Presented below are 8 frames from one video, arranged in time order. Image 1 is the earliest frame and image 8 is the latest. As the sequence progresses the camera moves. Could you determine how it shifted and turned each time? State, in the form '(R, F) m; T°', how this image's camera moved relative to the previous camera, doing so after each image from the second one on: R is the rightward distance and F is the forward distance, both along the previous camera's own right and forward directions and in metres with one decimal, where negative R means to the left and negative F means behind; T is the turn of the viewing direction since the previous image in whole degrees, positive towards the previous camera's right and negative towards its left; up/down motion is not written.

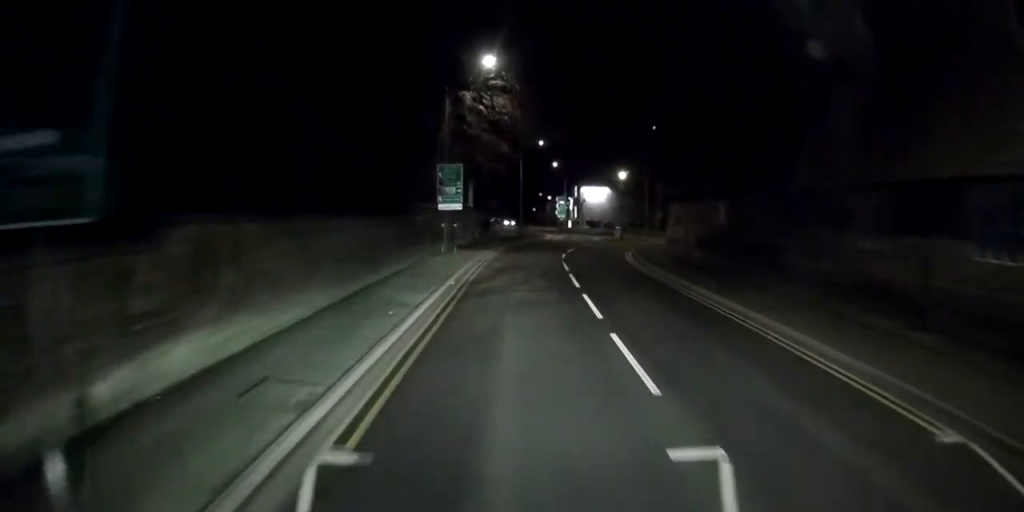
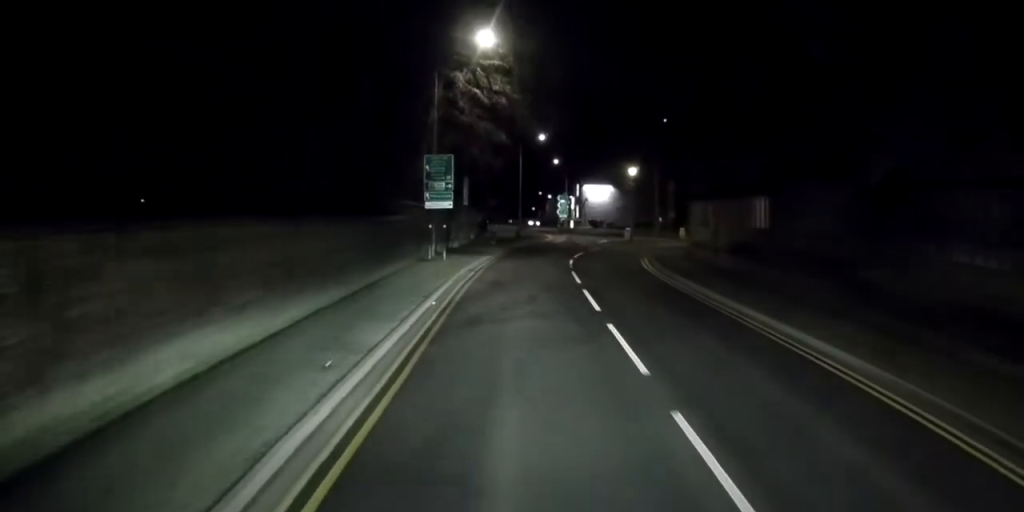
(0.0, +4.8) m; +1°
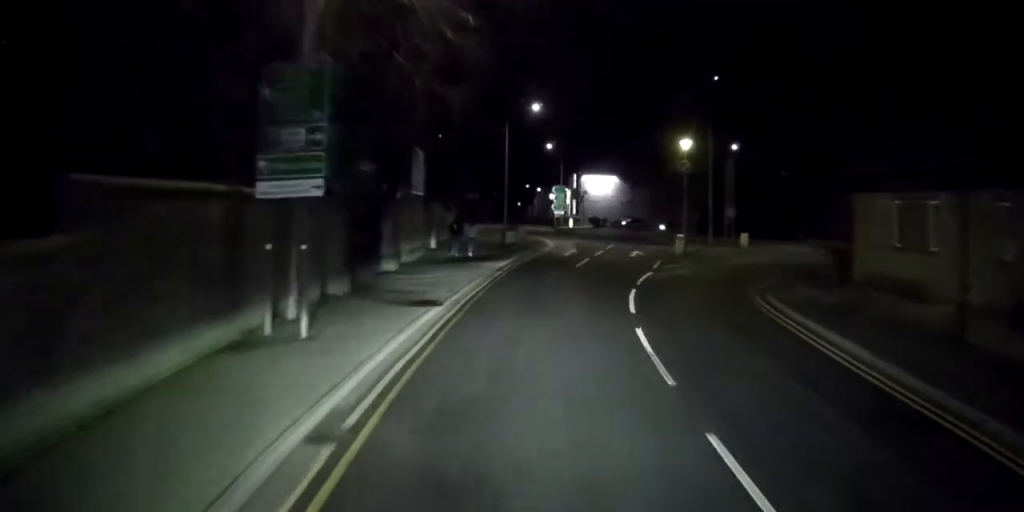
(+0.4, +19.1) m; +1°
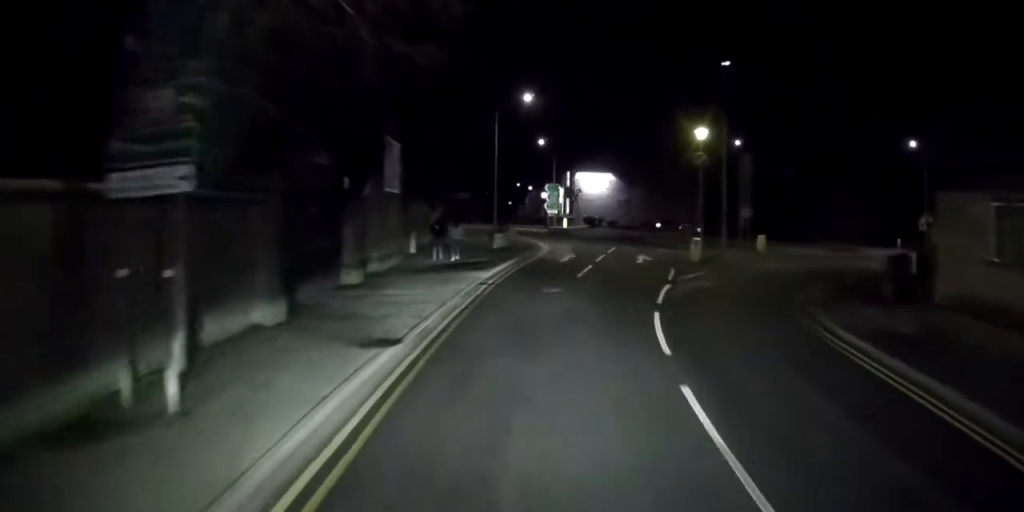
(0.0, +4.2) m; 0°
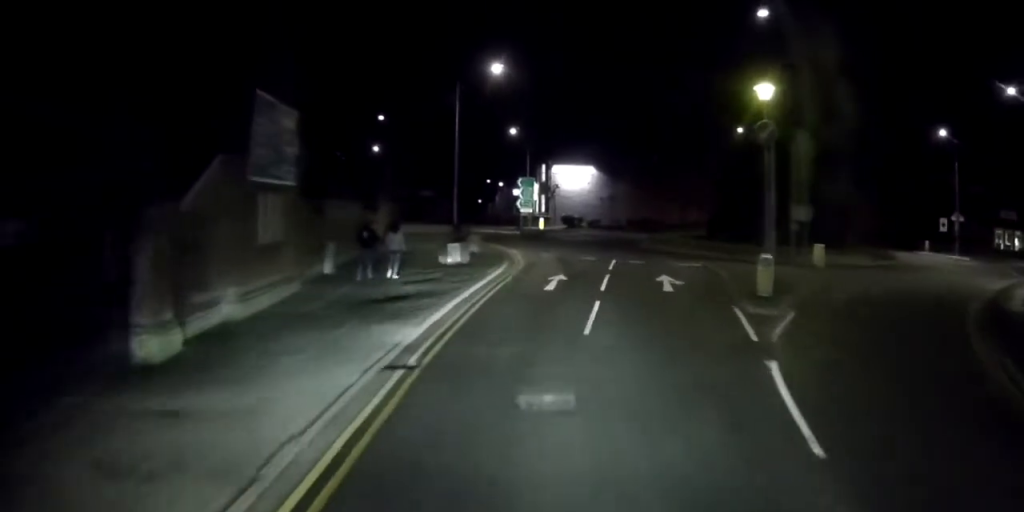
(0.0, +9.9) m; -1°
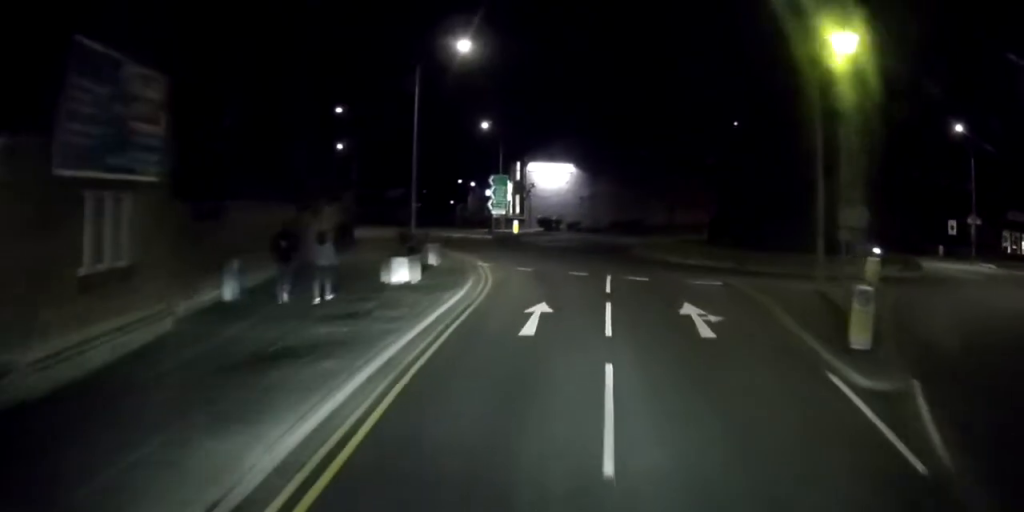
(-0.1, +5.9) m; +2°
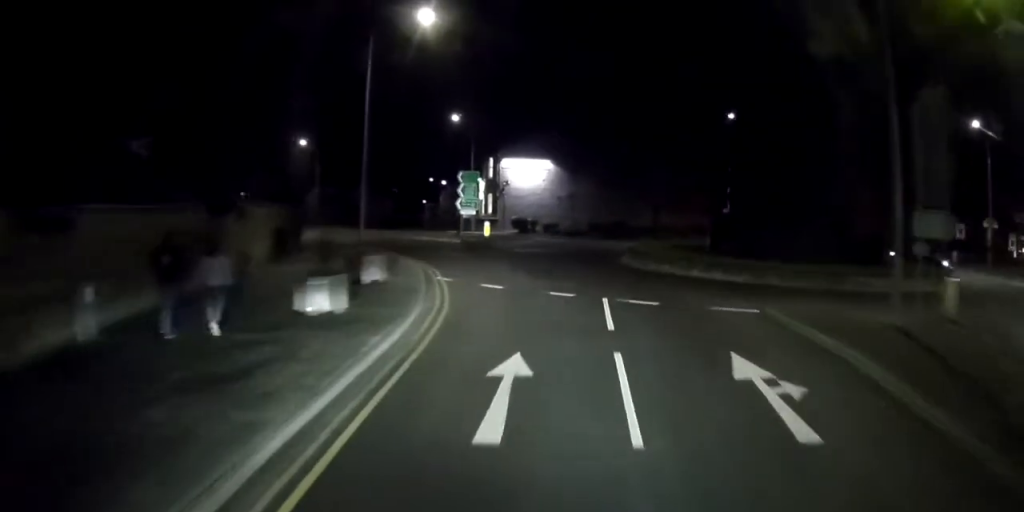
(+0.1, +5.3) m; 0°
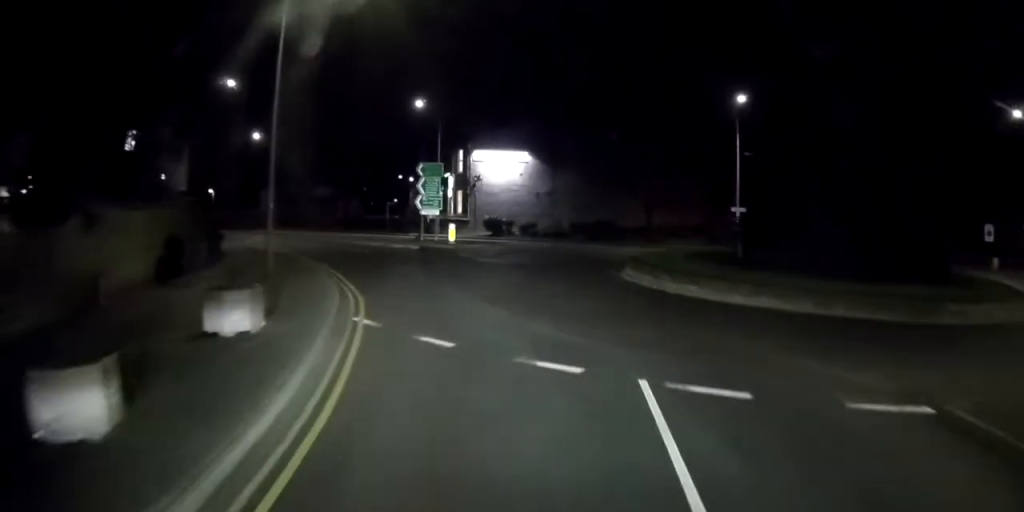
(-0.1, +7.8) m; -4°
